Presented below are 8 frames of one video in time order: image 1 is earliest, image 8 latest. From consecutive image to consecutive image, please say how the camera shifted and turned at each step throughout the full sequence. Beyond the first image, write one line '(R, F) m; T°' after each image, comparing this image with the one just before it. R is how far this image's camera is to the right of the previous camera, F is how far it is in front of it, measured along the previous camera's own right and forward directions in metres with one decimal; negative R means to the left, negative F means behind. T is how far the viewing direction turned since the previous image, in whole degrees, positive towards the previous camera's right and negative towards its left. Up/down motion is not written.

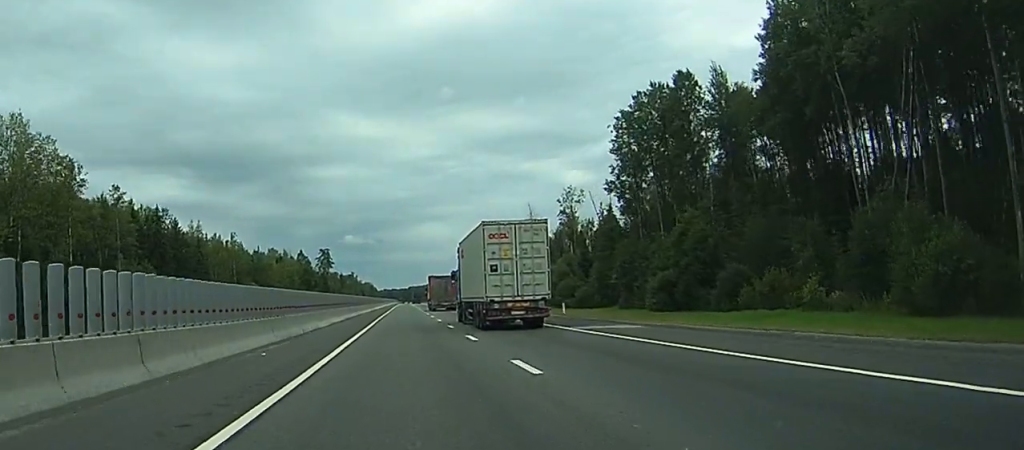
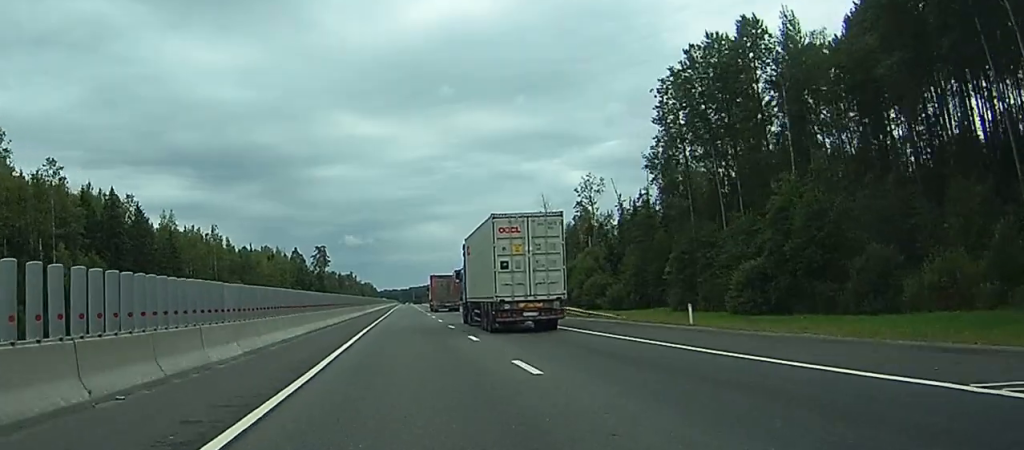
(-0.1, +23.6) m; 0°
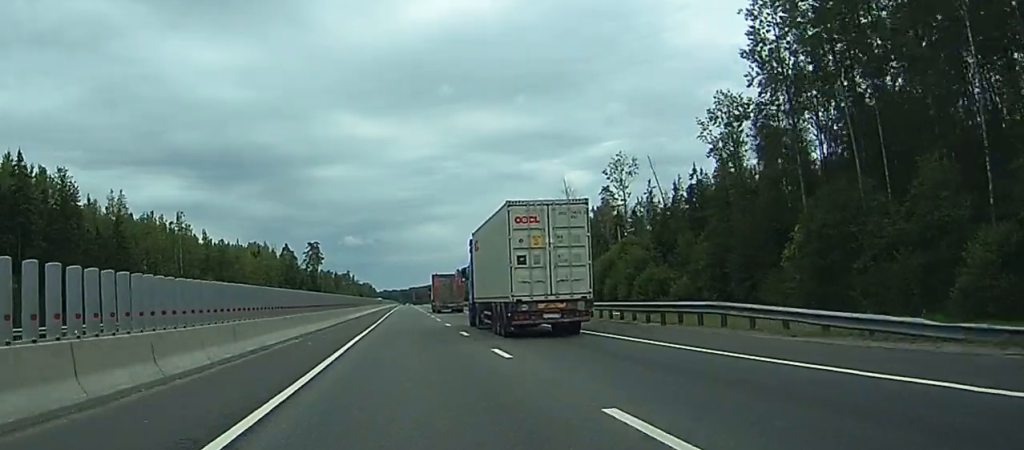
(0.0, +31.3) m; 0°
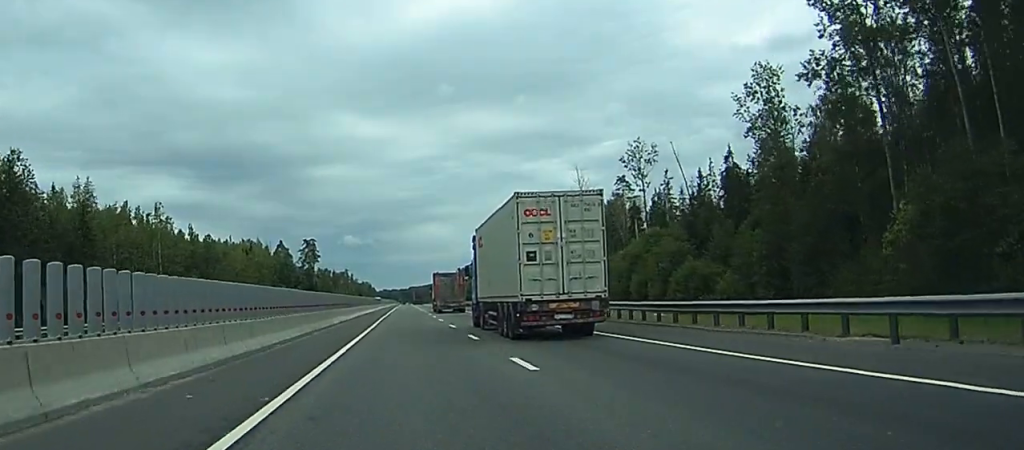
(0.0, +15.2) m; 0°
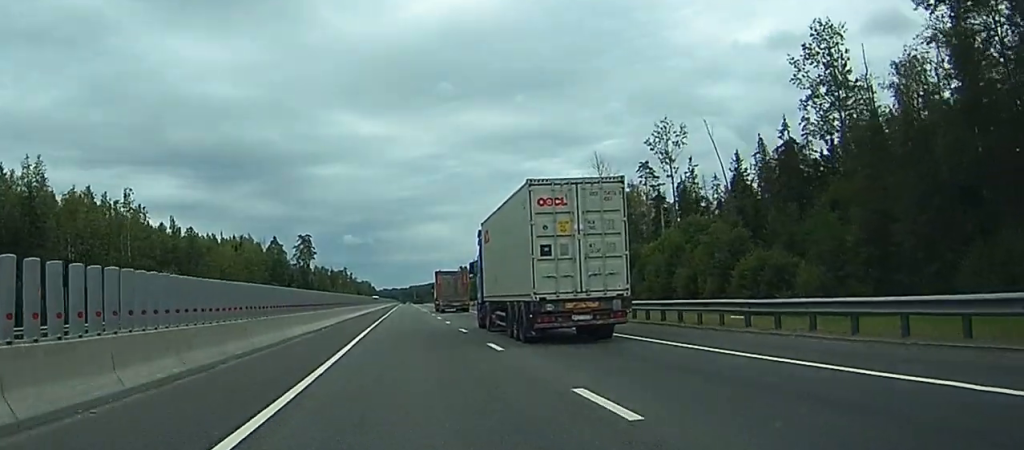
(0.0, +18.1) m; 0°
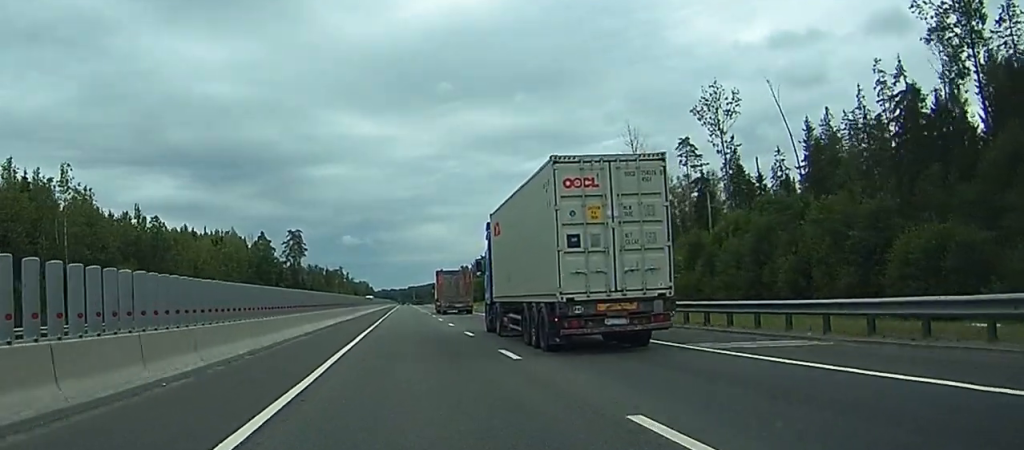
(+0.1, +26.7) m; 0°
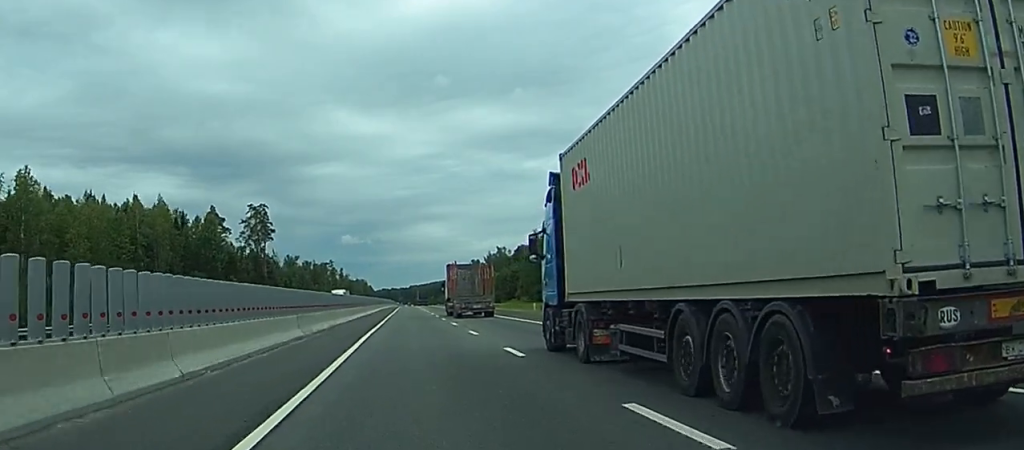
(-0.4, +81.2) m; -1°
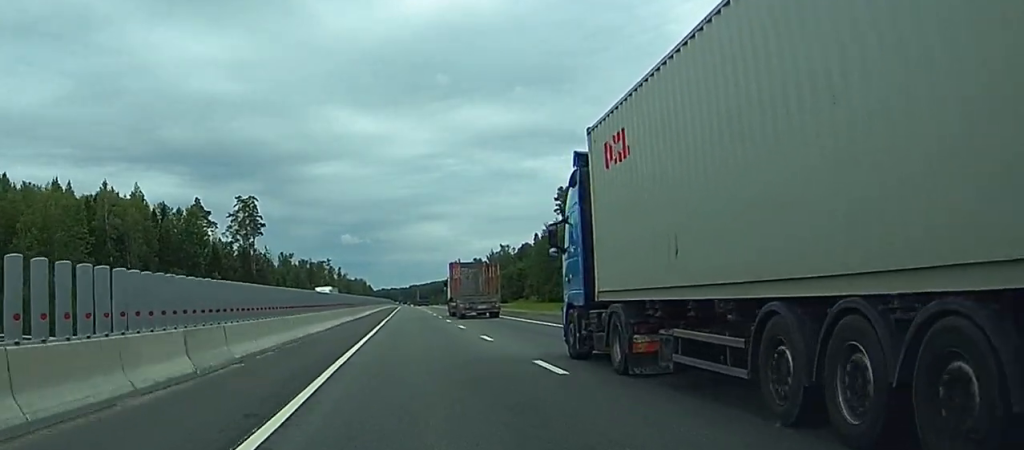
(0.0, +16.3) m; 0°
